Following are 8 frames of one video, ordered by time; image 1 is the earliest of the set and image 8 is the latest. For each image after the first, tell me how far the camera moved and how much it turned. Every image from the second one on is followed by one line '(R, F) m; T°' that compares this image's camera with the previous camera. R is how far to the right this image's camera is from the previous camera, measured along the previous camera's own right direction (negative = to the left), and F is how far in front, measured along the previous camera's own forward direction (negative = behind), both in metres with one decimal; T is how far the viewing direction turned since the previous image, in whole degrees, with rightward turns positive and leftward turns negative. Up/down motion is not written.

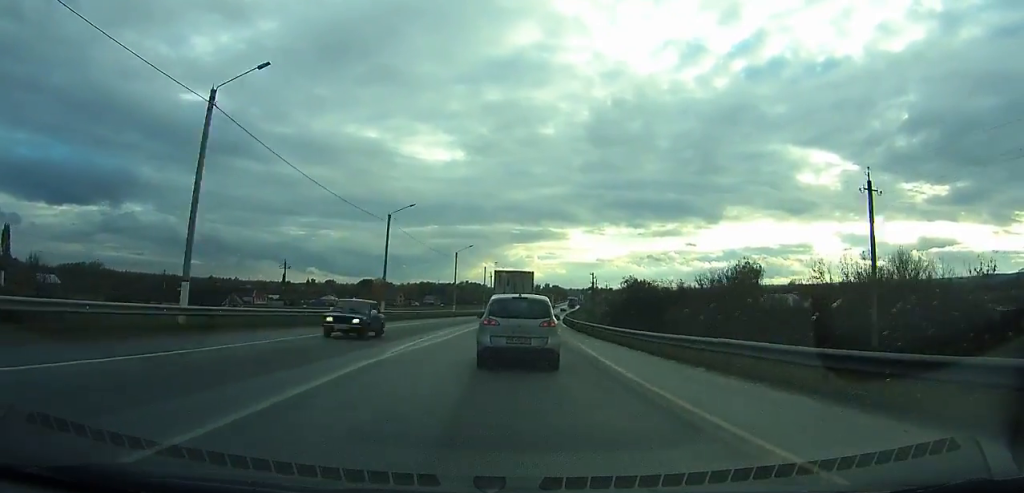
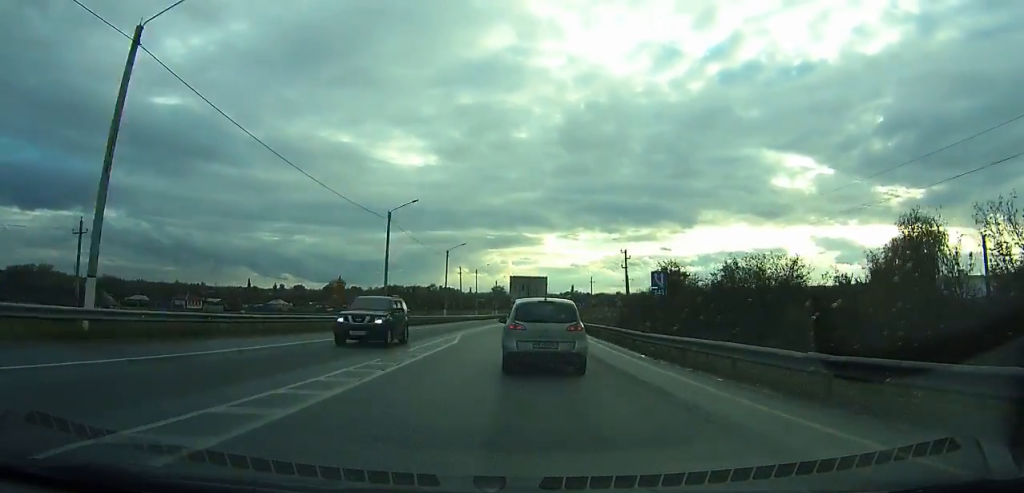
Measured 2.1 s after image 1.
(+0.6, +38.7) m; +3°
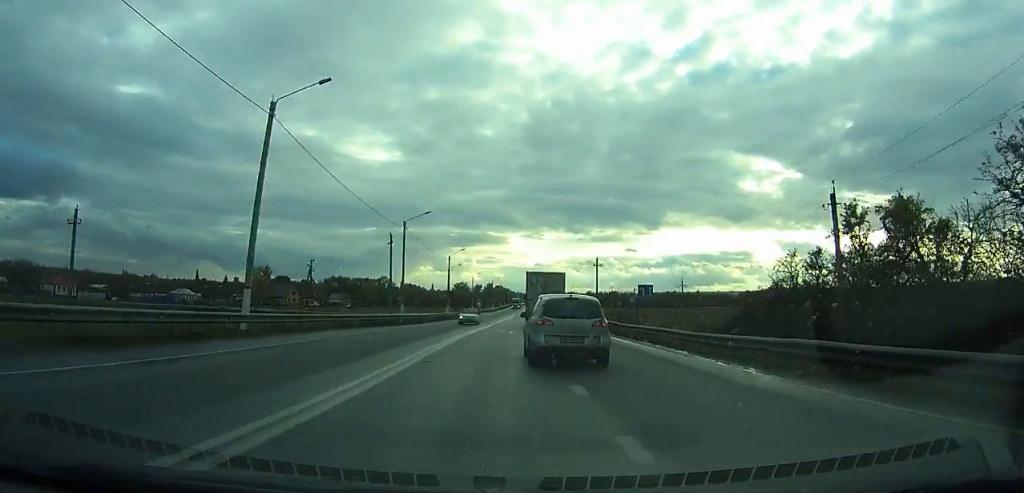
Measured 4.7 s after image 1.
(+1.3, +51.5) m; +3°
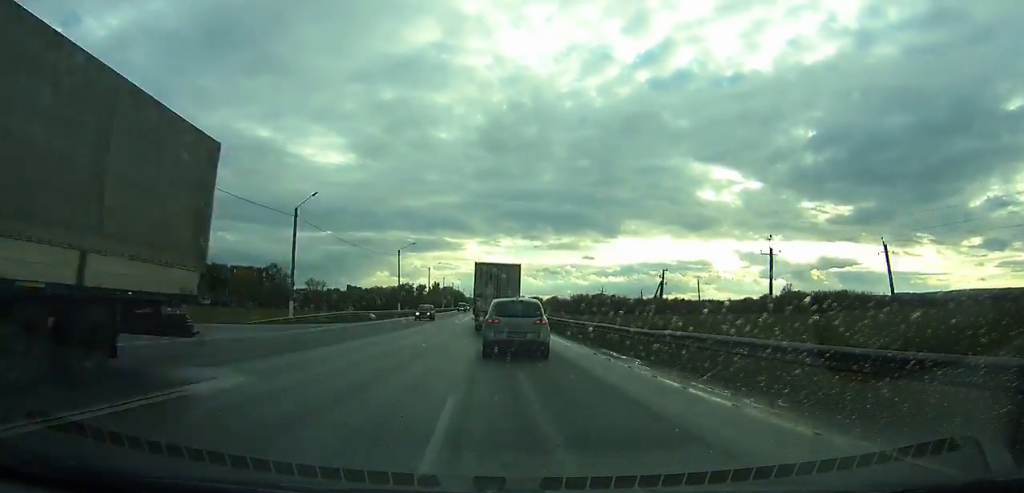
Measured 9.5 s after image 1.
(+4.2, +100.1) m; +3°
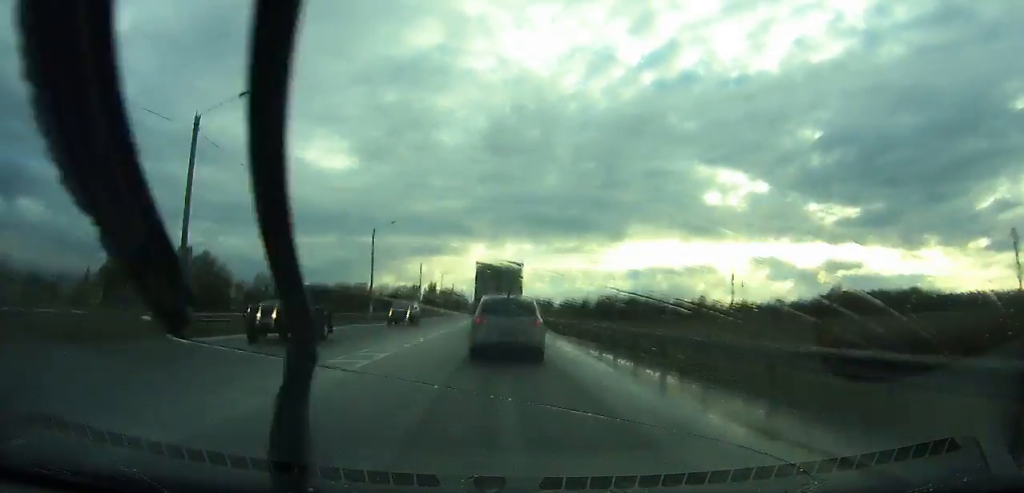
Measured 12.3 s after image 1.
(+0.2, +59.3) m; 0°
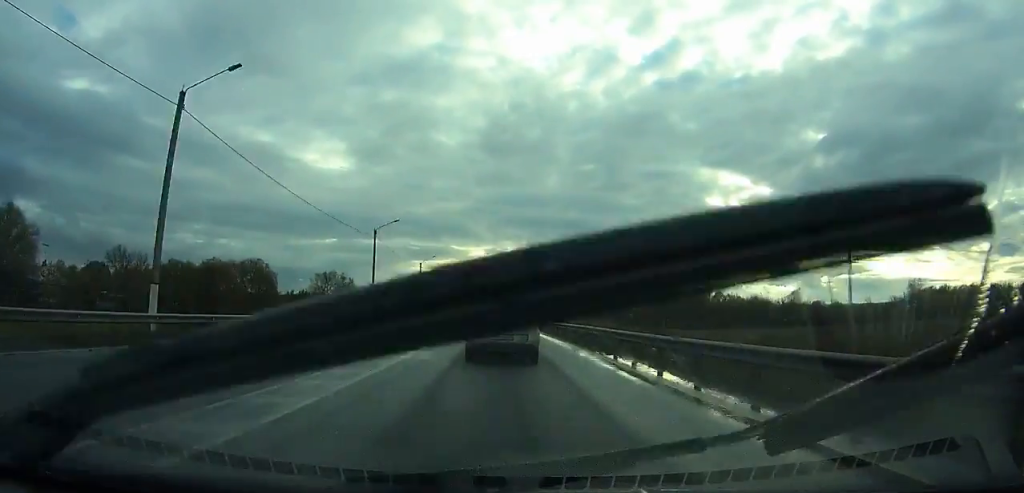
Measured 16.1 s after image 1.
(-0.5, +79.6) m; -1°
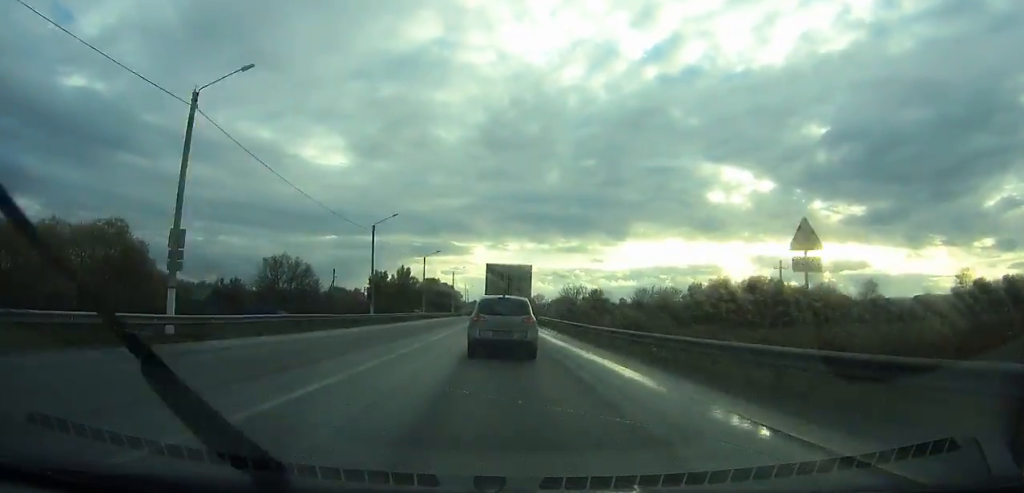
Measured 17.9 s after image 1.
(-0.1, +37.0) m; 0°
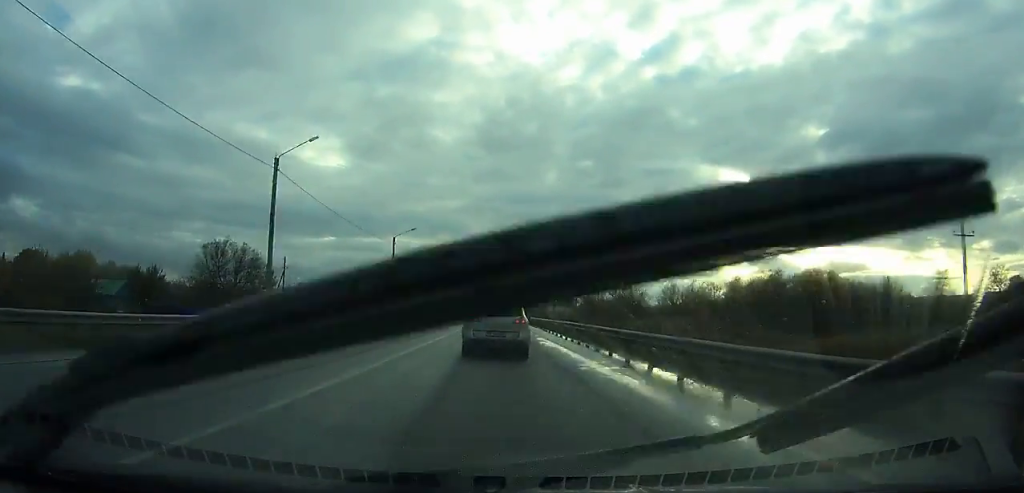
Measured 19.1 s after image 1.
(-0.1, +24.5) m; 0°
